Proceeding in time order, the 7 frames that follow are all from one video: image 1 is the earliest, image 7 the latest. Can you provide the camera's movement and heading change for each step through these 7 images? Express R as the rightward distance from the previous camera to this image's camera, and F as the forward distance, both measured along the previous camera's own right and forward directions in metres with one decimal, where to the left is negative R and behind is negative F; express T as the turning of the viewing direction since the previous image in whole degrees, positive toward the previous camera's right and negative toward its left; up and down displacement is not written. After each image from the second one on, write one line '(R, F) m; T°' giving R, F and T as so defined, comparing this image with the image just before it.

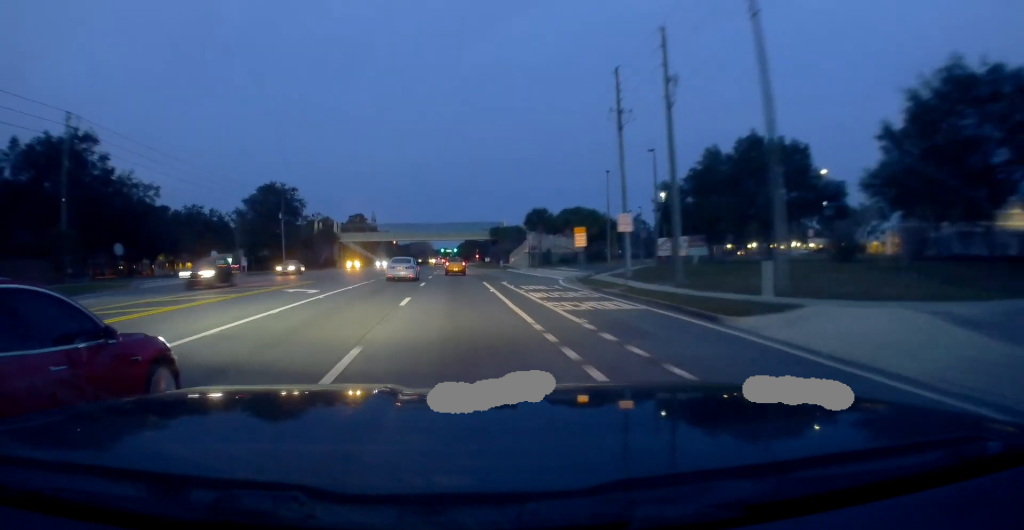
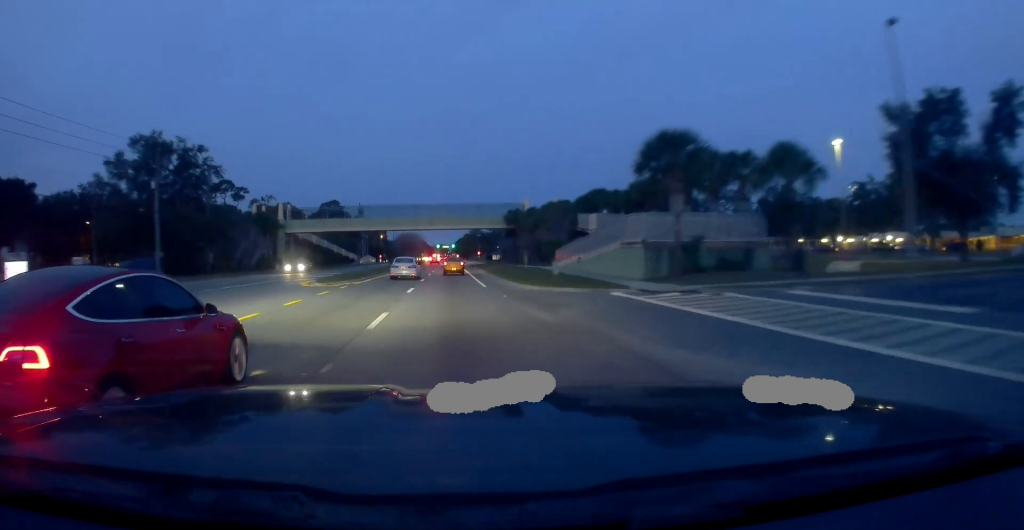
(-0.7, +41.1) m; -1°
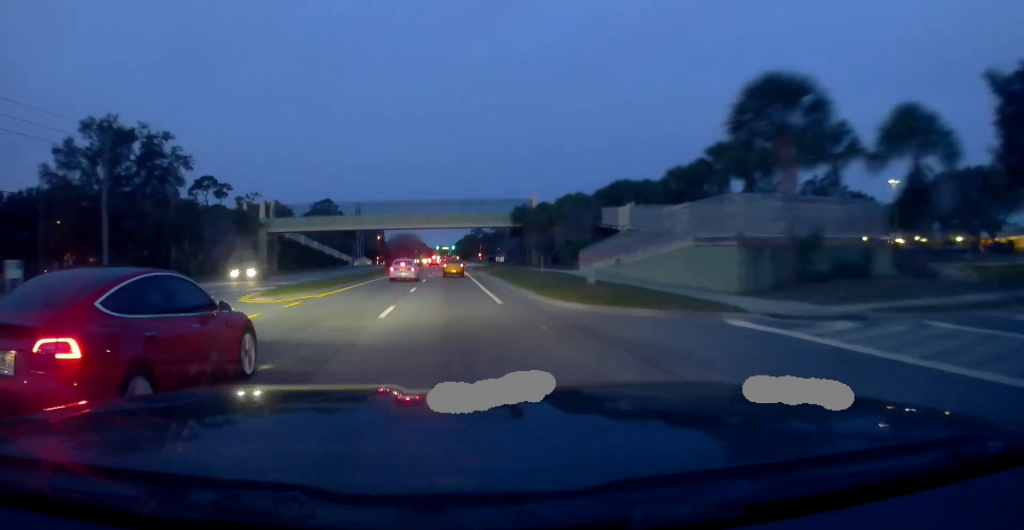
(-0.1, +9.1) m; +1°
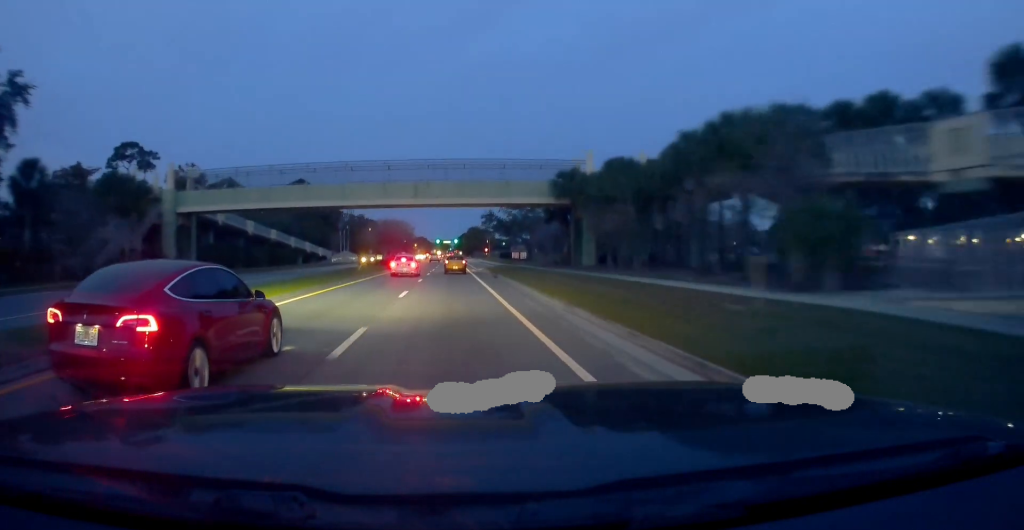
(+0.3, +29.8) m; 0°
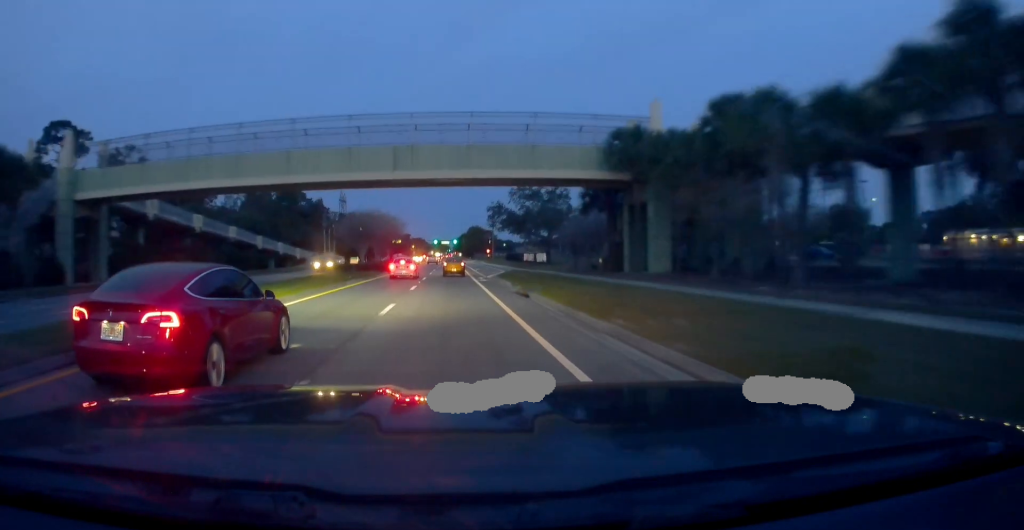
(-0.2, +17.2) m; 0°
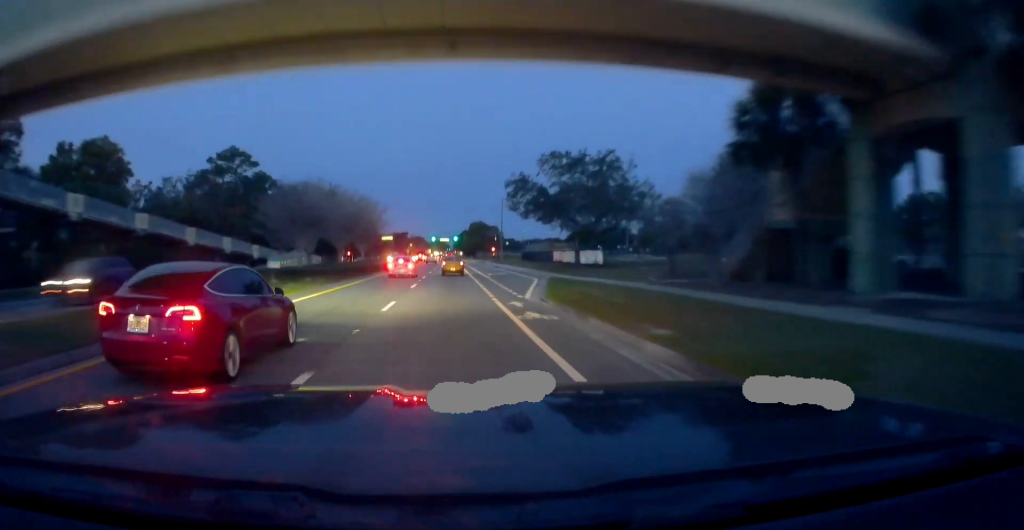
(+0.3, +23.6) m; 0°
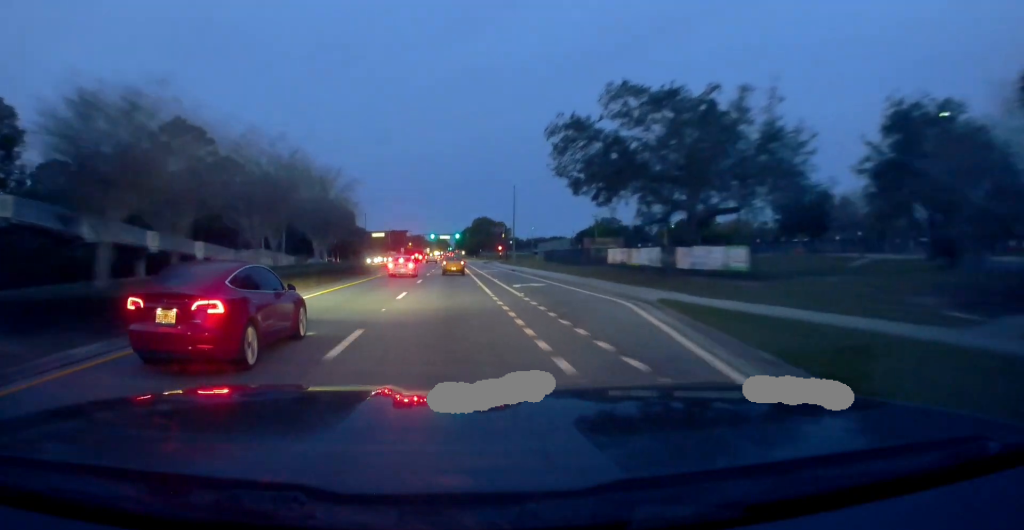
(-0.3, +19.9) m; 0°
